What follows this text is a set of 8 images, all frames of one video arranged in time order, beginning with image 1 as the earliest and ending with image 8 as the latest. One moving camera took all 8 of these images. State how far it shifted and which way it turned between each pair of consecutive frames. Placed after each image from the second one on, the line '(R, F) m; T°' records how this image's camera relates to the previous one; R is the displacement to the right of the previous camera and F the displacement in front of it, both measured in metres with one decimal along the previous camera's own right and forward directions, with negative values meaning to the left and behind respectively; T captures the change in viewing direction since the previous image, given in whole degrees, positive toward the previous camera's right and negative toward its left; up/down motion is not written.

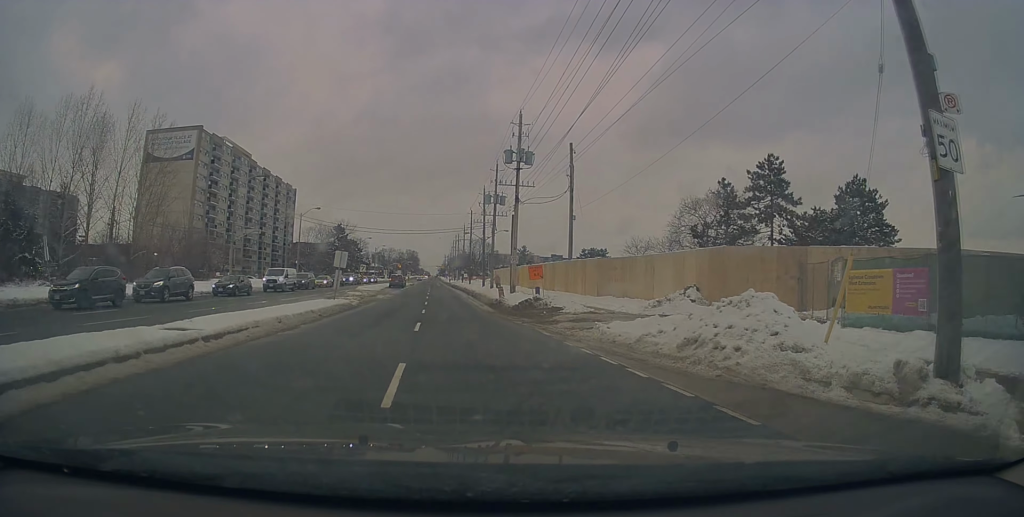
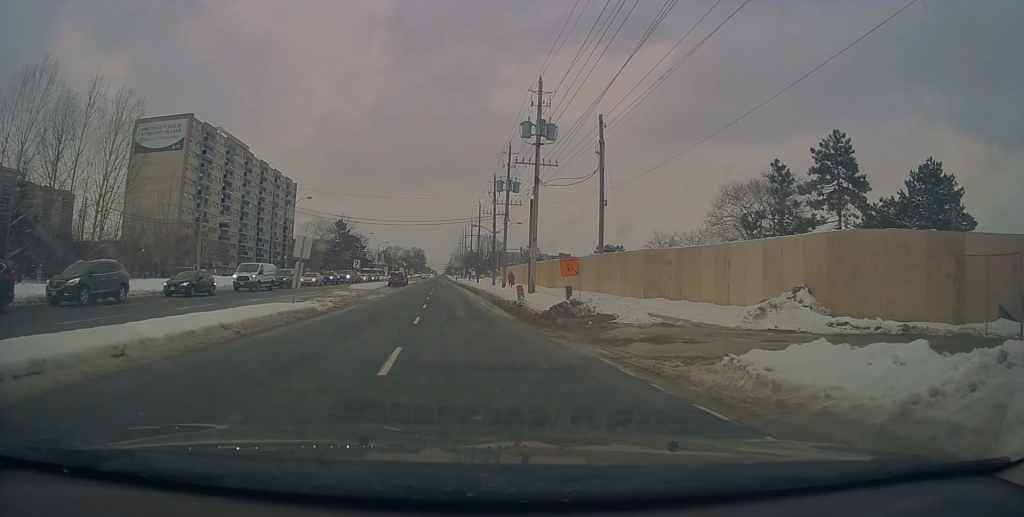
(0.0, +7.6) m; -1°
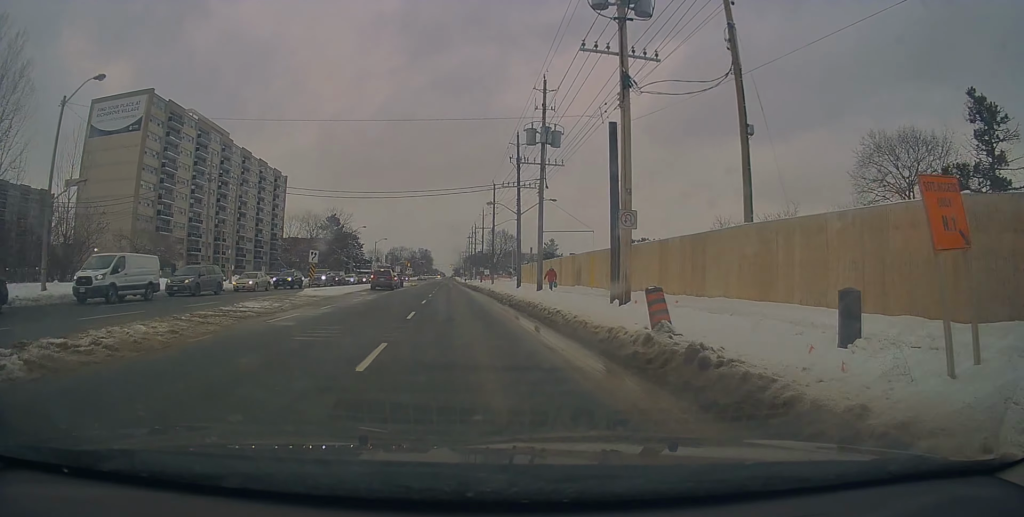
(-0.5, +19.0) m; 0°
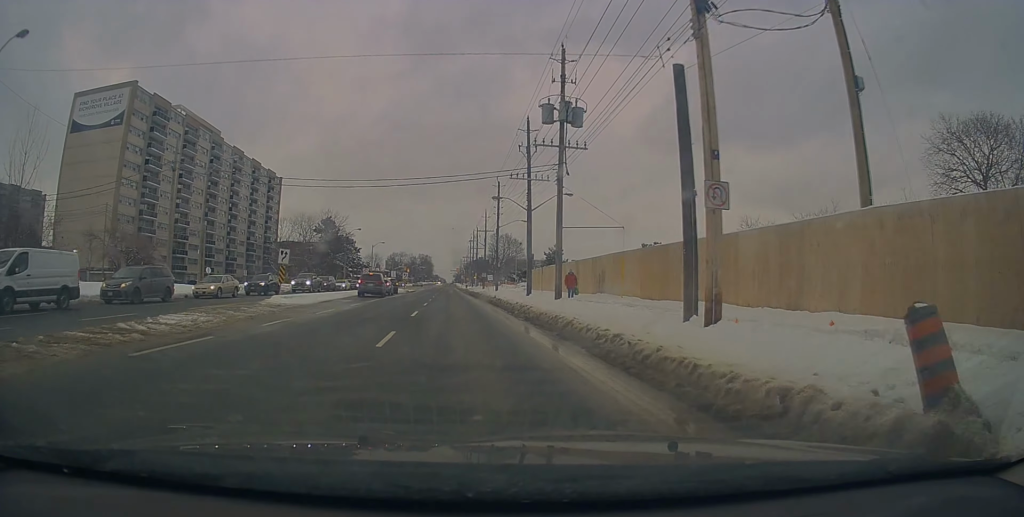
(-0.3, +6.4) m; +1°
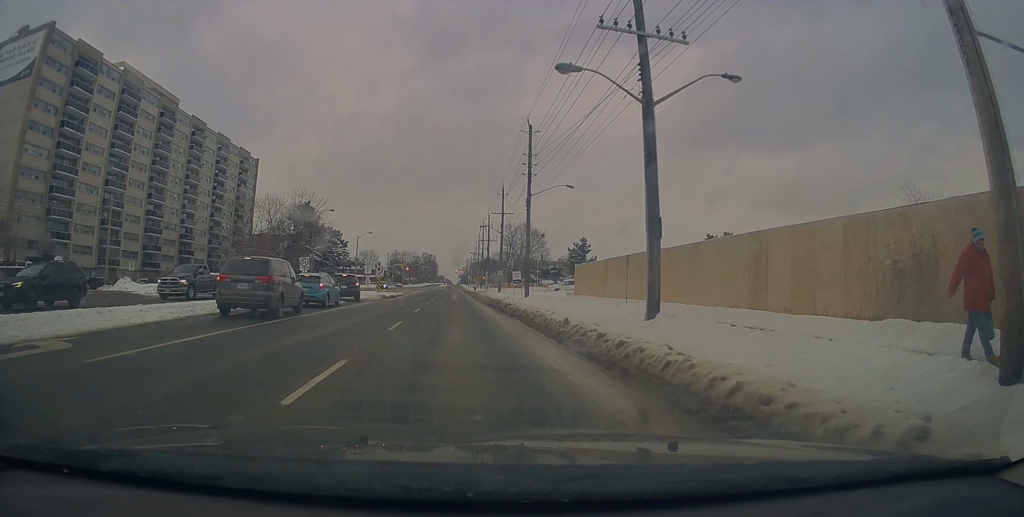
(+1.0, +25.1) m; -1°
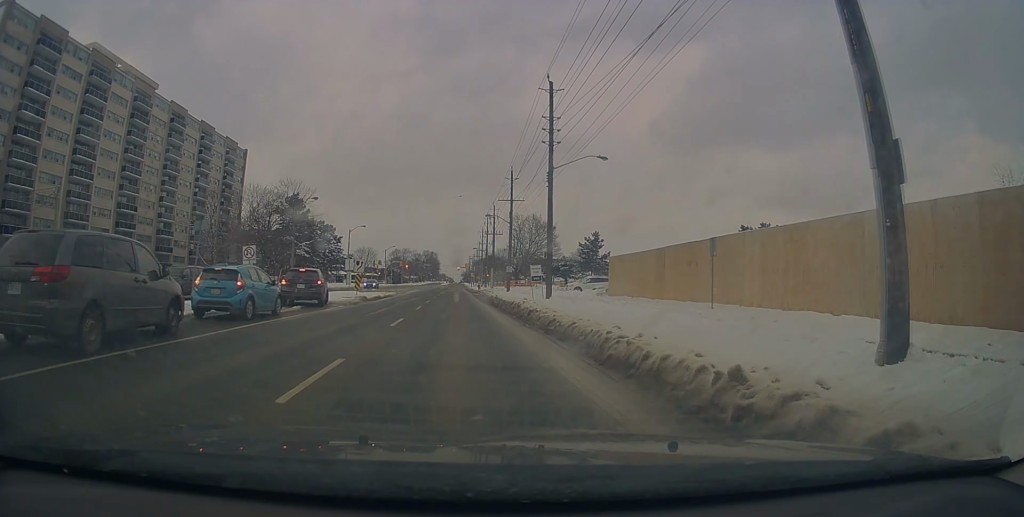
(-0.3, +9.3) m; -2°
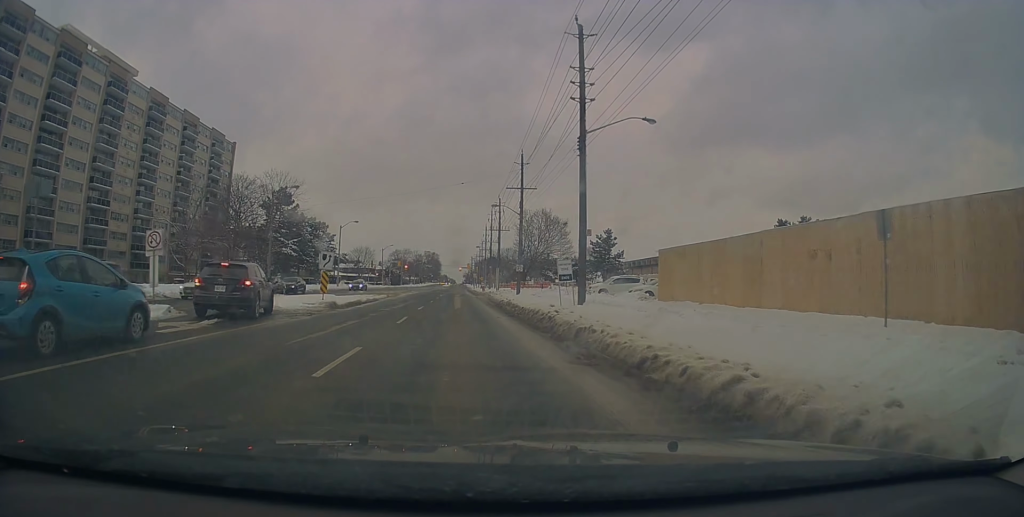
(-0.2, +8.4) m; -1°
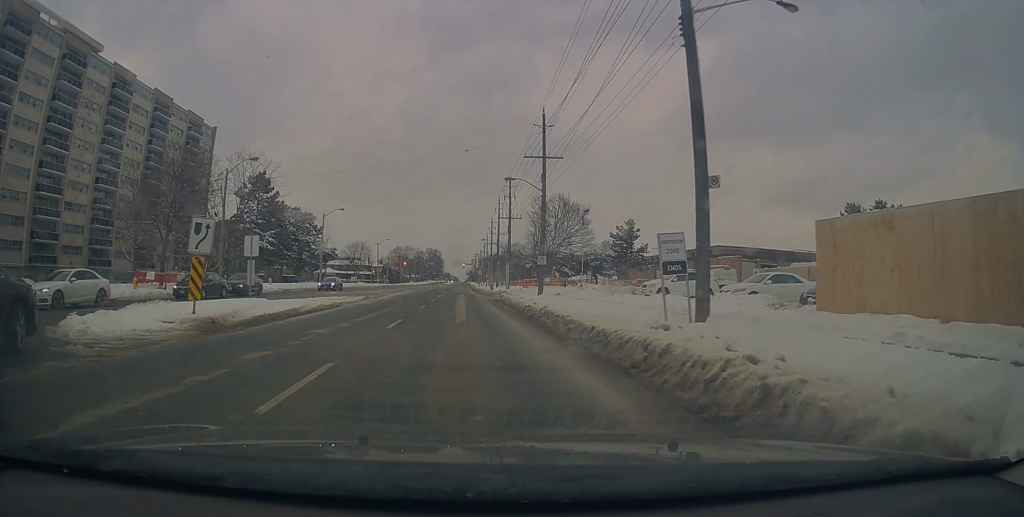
(+0.1, +12.3) m; +1°
